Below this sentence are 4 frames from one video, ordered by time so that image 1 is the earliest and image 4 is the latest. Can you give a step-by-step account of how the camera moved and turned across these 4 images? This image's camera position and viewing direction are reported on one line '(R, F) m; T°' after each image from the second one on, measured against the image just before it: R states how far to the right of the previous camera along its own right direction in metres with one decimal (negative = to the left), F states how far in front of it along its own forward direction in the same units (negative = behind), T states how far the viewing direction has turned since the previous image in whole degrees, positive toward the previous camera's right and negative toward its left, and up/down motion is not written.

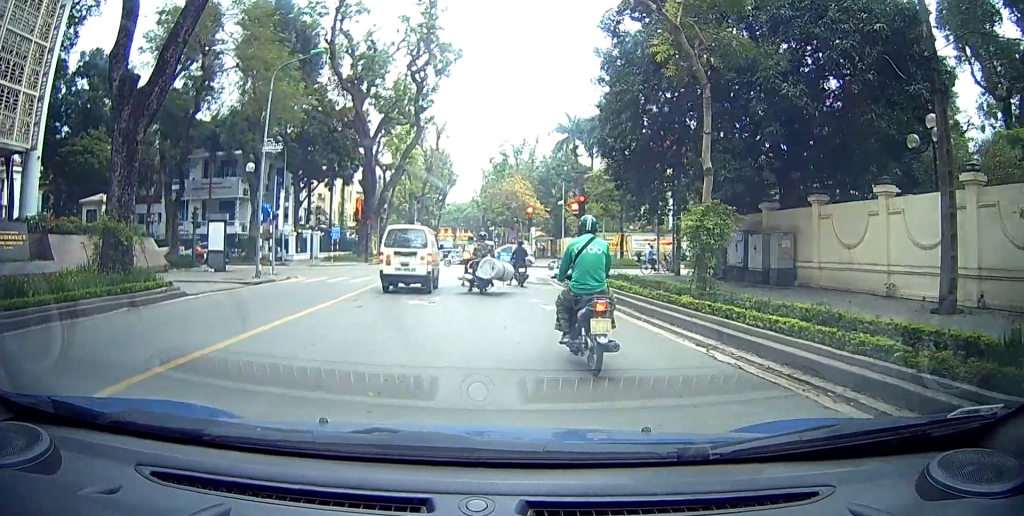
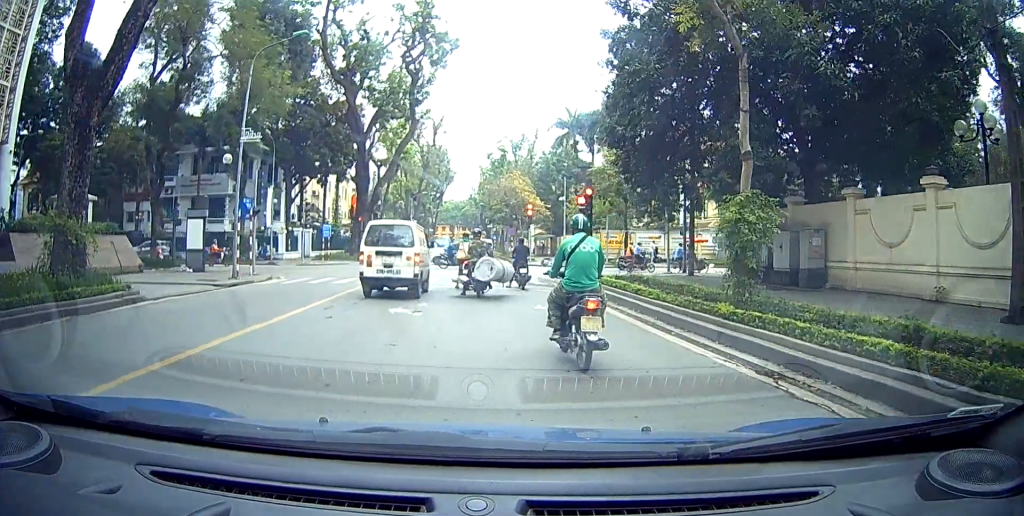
(-0.1, +3.5) m; 0°
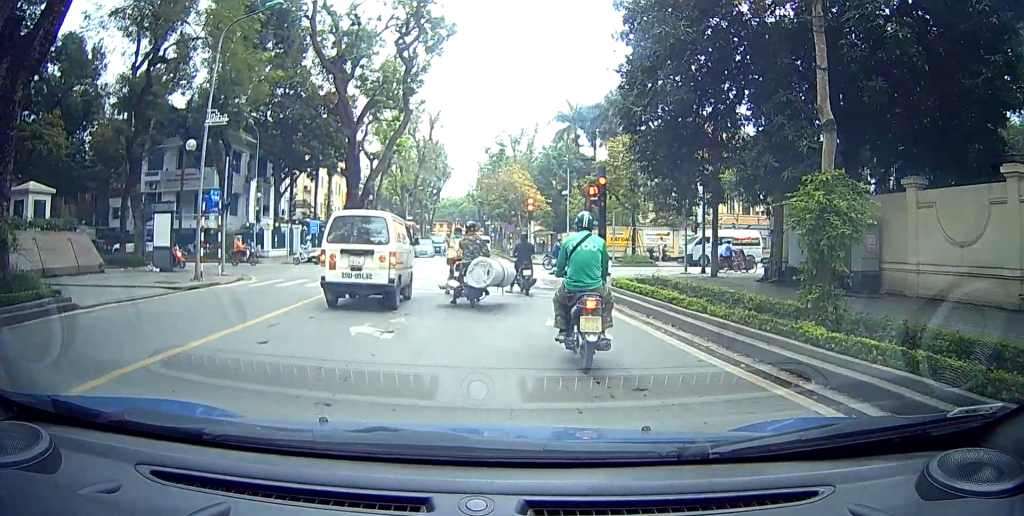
(-0.2, +5.4) m; +4°
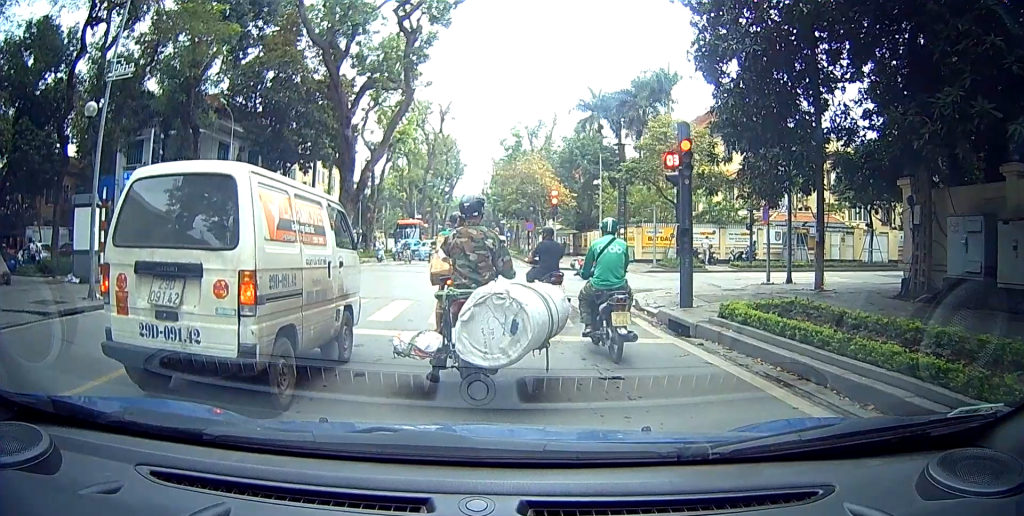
(+1.9, +23.0) m; -1°
